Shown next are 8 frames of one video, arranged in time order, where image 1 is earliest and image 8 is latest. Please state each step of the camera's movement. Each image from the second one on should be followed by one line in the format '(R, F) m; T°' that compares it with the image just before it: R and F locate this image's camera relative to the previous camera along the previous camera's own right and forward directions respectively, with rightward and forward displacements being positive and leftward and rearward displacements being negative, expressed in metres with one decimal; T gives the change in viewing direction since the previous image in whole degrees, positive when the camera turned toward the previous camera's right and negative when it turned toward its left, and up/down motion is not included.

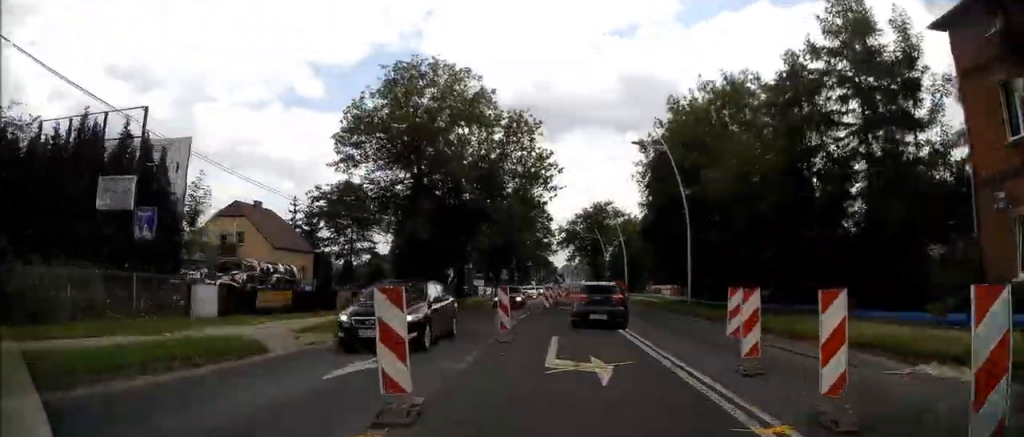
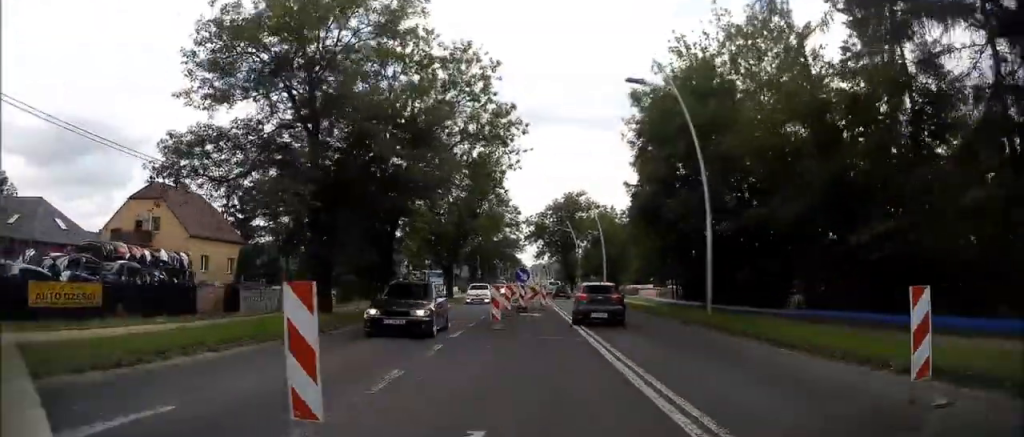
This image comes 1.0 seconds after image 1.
(0.0, +9.9) m; 0°
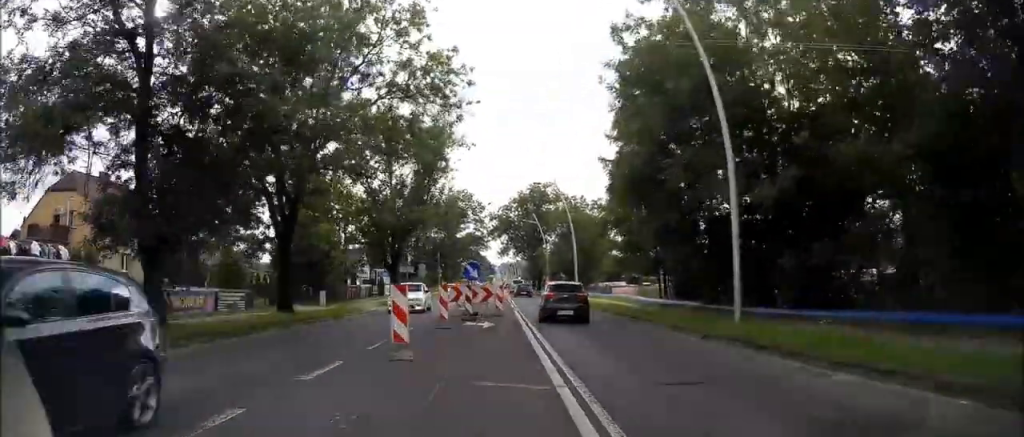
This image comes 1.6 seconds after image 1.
(0.0, +7.2) m; +1°
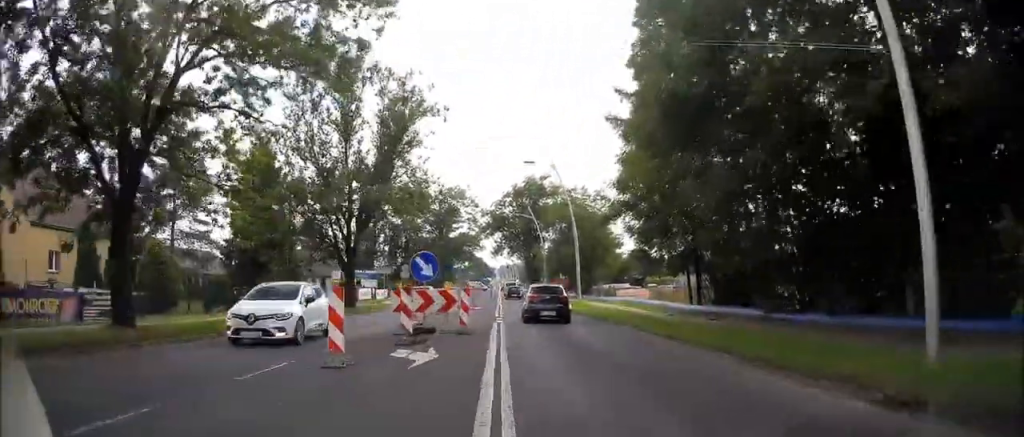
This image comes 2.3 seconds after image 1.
(+0.1, +7.9) m; -1°
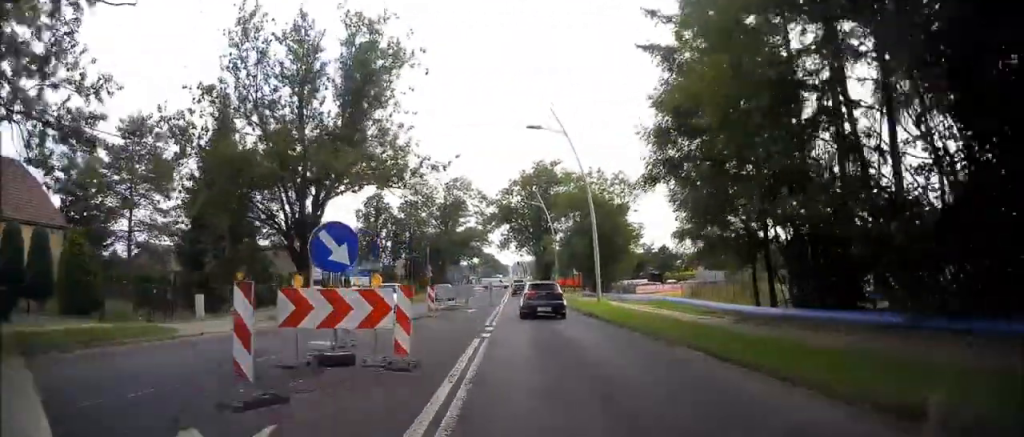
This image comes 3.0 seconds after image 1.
(+0.1, +7.3) m; -1°
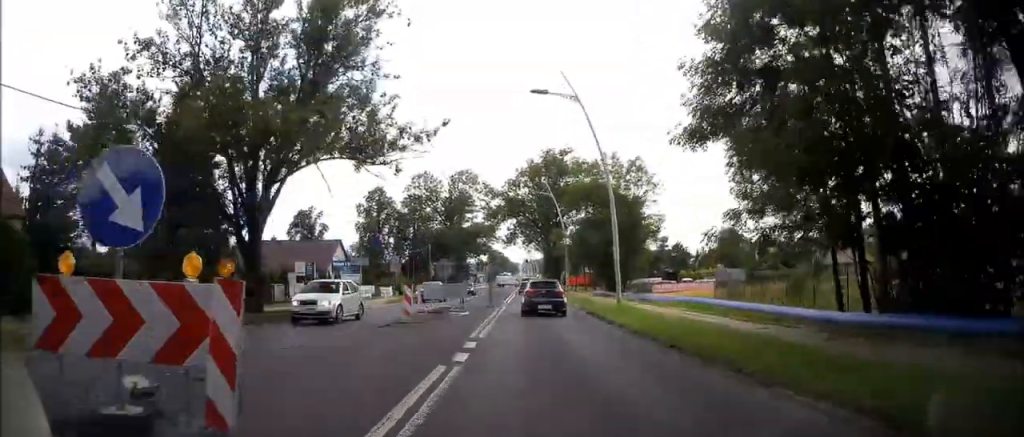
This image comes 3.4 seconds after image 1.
(-0.2, +5.2) m; 0°
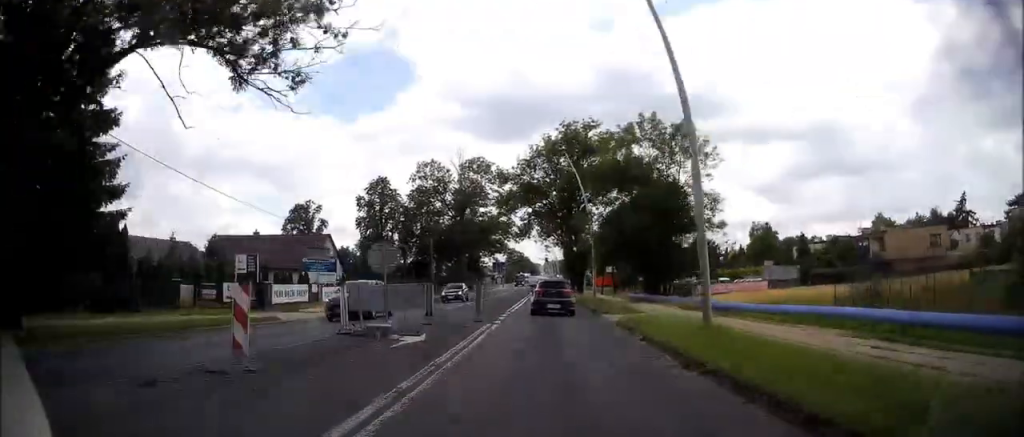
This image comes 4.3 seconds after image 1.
(0.0, +11.3) m; 0°
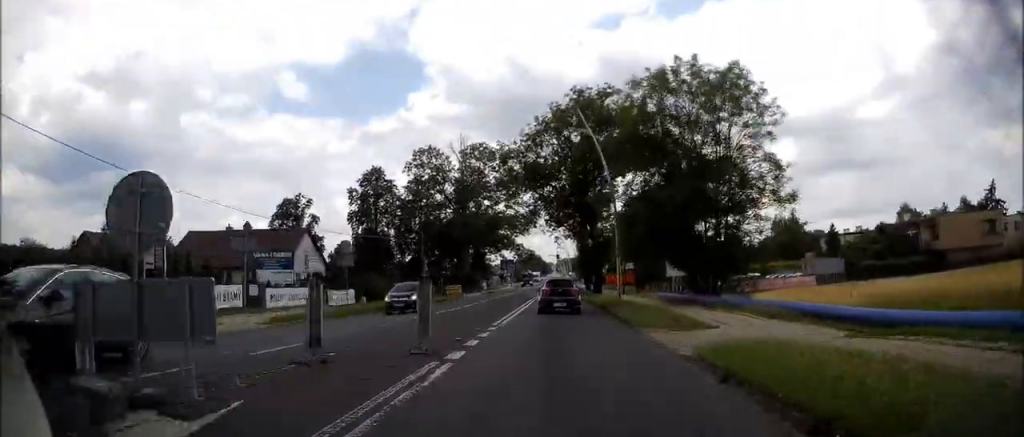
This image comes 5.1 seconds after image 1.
(+0.1, +9.5) m; 0°
